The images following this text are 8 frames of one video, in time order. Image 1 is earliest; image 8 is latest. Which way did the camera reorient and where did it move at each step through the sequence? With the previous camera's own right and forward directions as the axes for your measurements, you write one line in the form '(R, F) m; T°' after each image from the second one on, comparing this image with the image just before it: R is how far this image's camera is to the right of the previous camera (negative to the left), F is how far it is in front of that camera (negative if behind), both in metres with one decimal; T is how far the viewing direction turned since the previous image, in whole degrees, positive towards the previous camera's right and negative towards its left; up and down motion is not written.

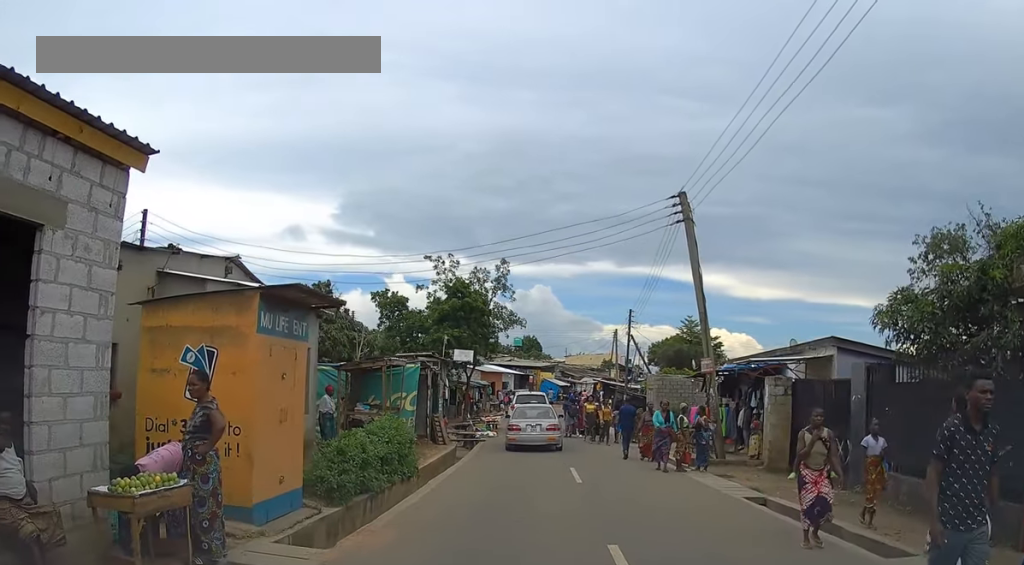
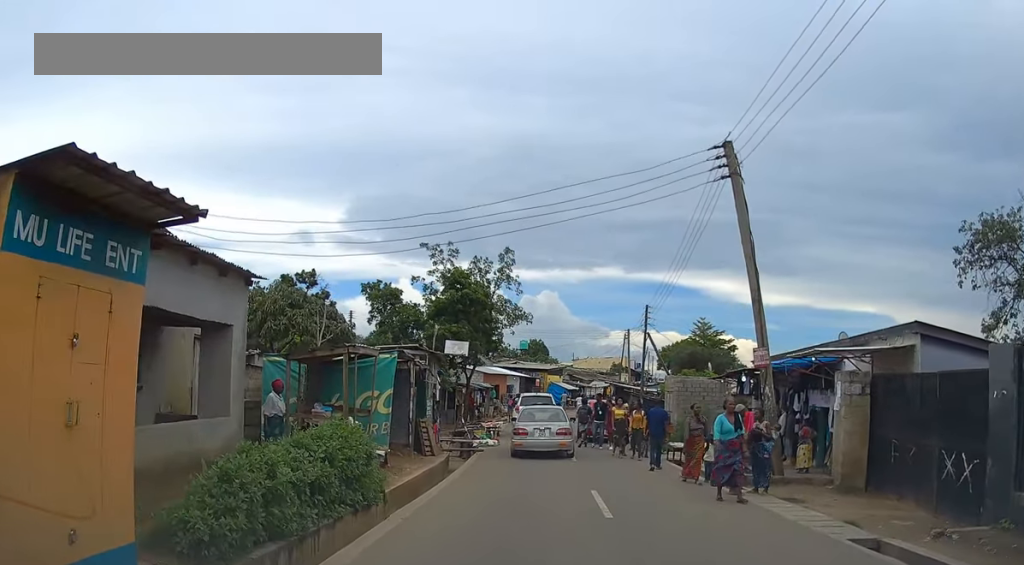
(+0.1, +3.9) m; +1°
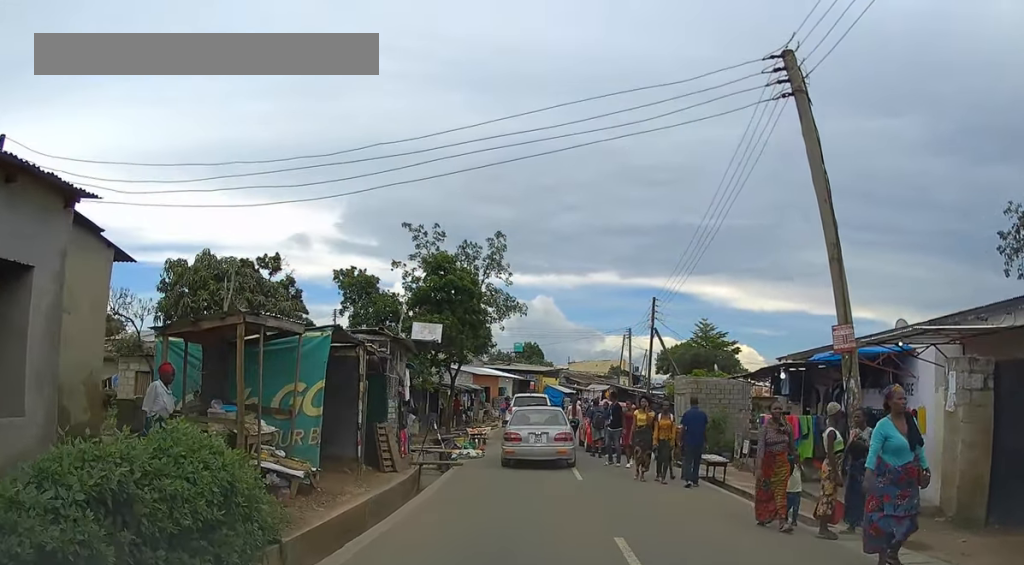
(0.0, +4.3) m; 0°
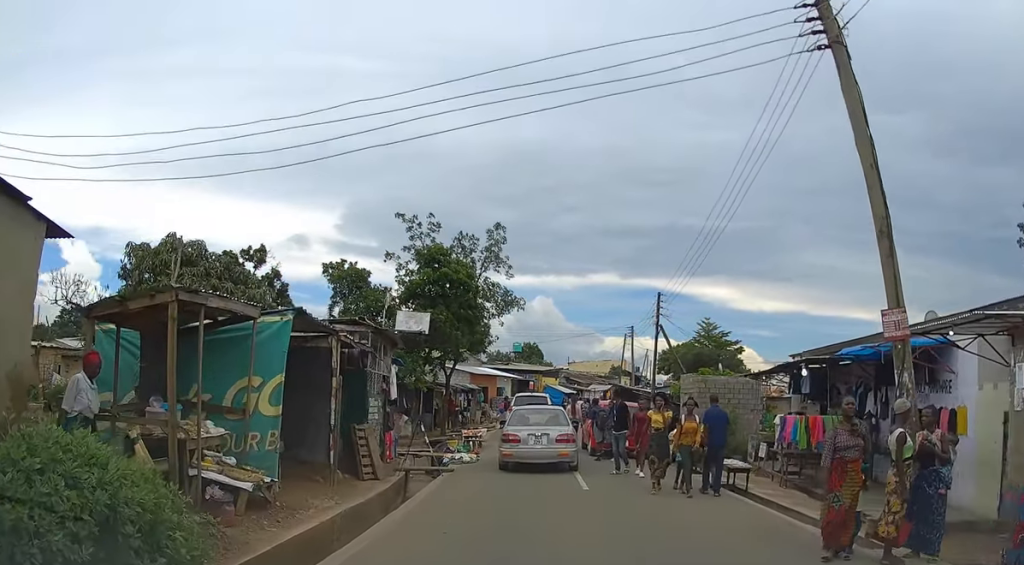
(0.0, +1.7) m; -1°
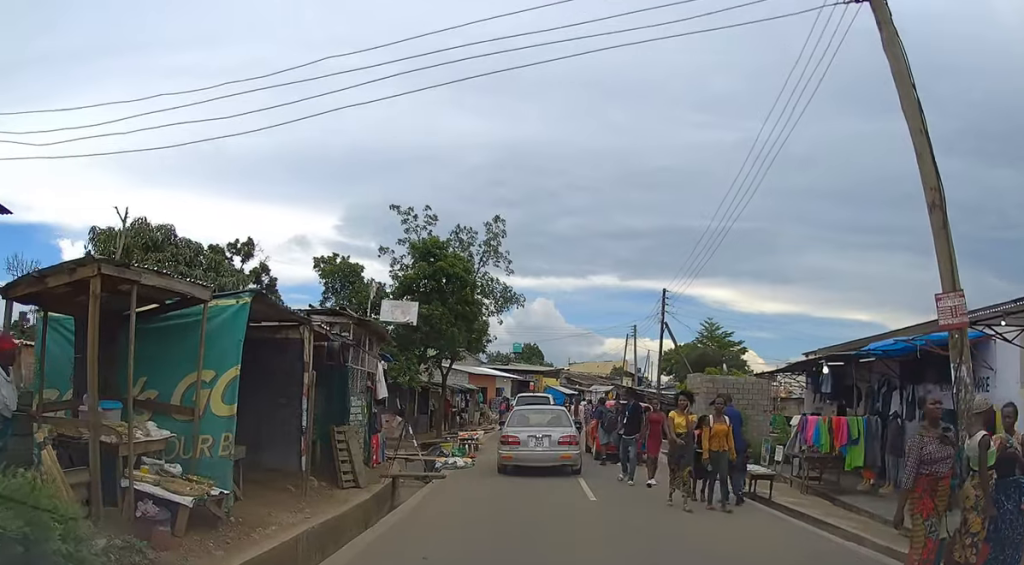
(0.0, +1.4) m; -1°
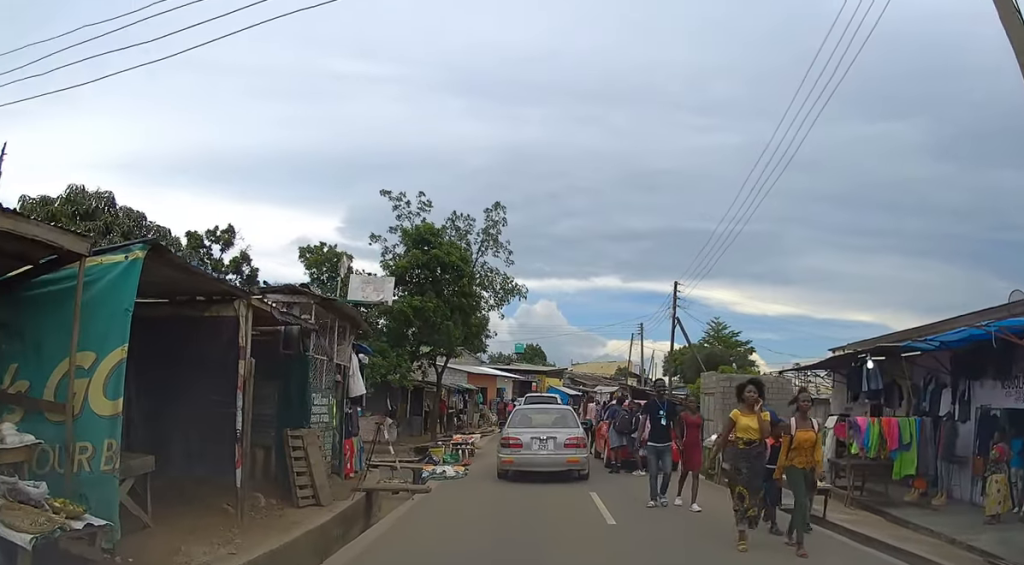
(0.0, +2.3) m; -2°
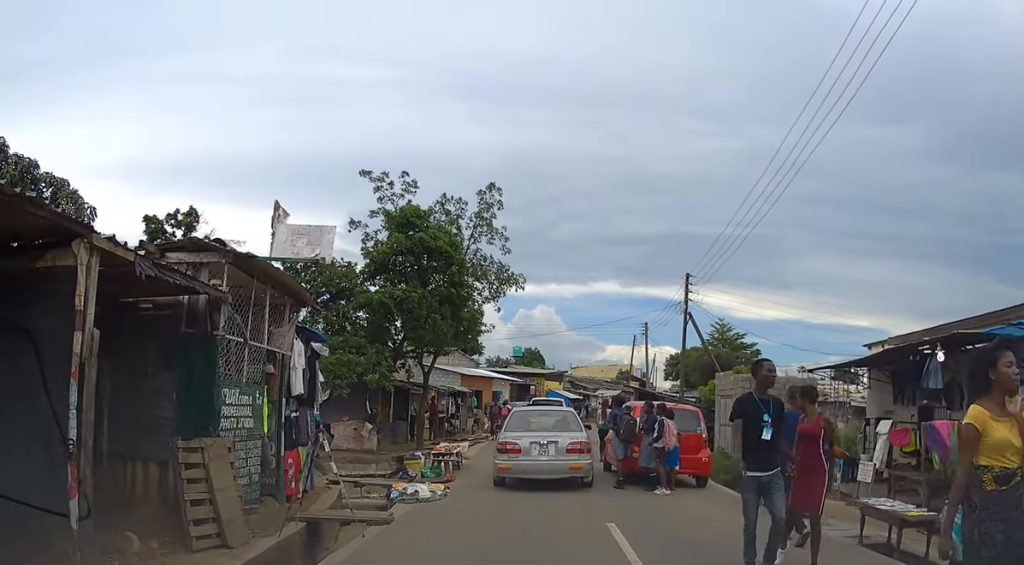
(-0.1, +3.2) m; 0°
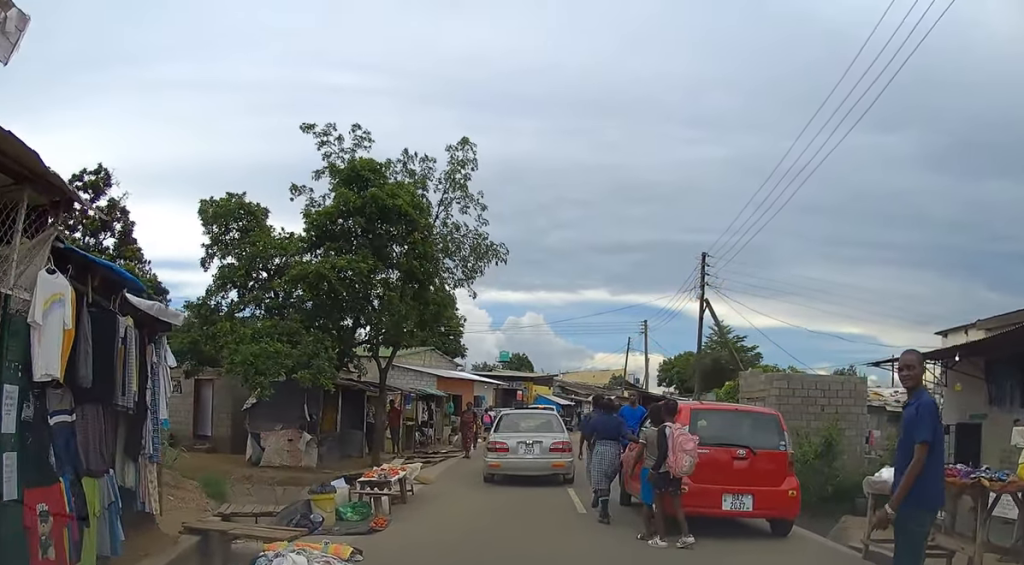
(+0.3, +5.3) m; -2°
